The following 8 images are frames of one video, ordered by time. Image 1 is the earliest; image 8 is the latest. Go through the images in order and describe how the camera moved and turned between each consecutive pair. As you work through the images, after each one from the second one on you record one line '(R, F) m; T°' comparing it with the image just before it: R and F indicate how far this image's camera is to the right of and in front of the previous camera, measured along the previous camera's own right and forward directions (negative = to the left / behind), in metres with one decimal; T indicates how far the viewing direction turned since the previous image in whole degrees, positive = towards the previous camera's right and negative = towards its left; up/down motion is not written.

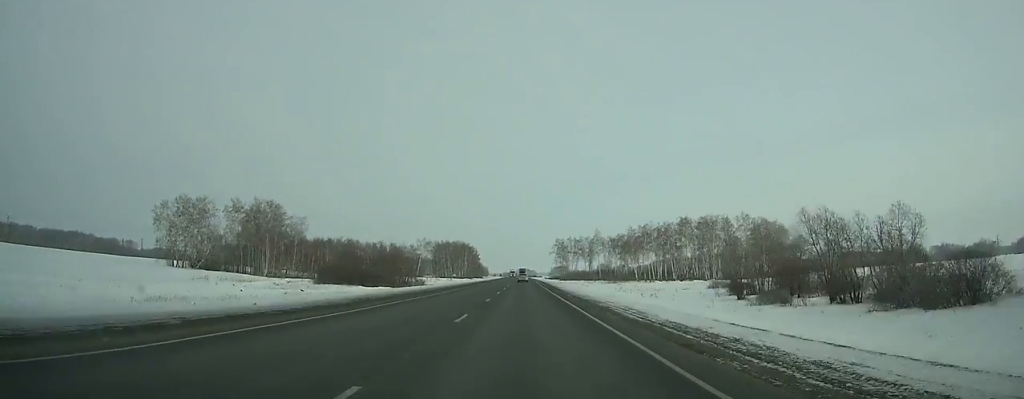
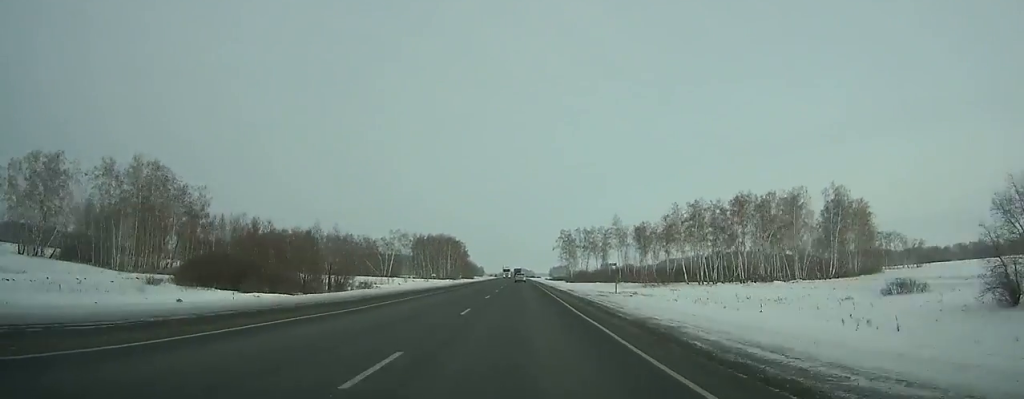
(0.0, +58.5) m; 0°
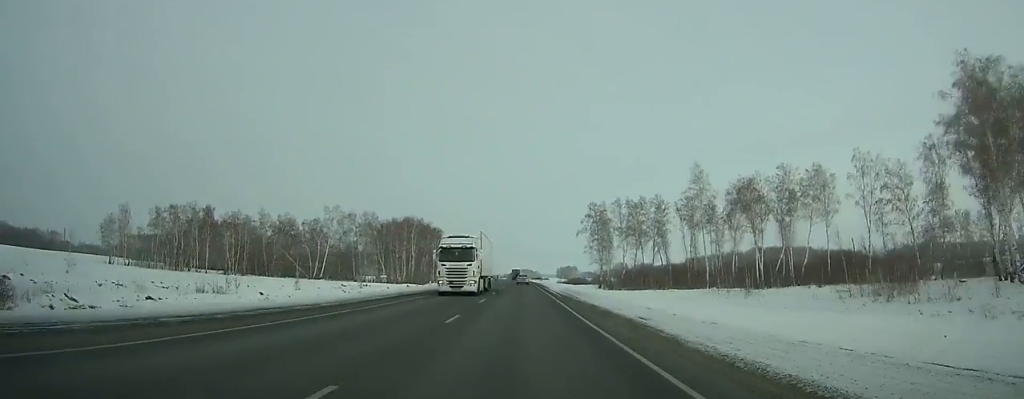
(0.0, +85.6) m; 0°
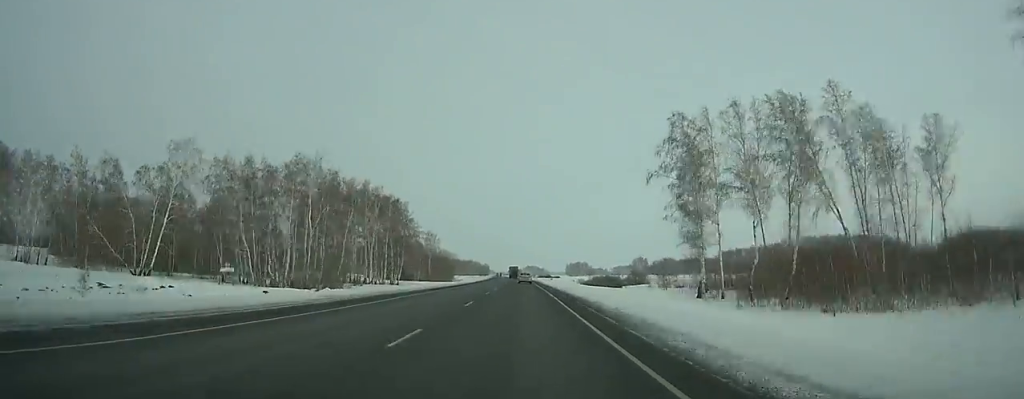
(0.0, +78.2) m; -1°
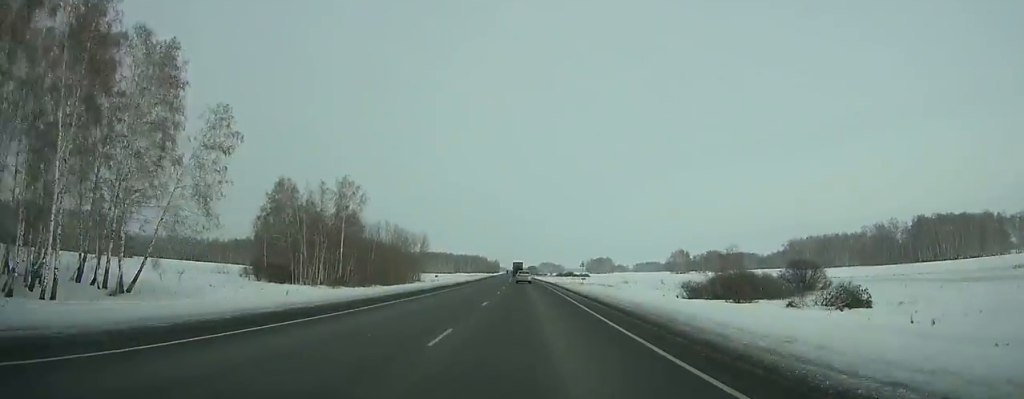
(-1.5, +105.8) m; -1°
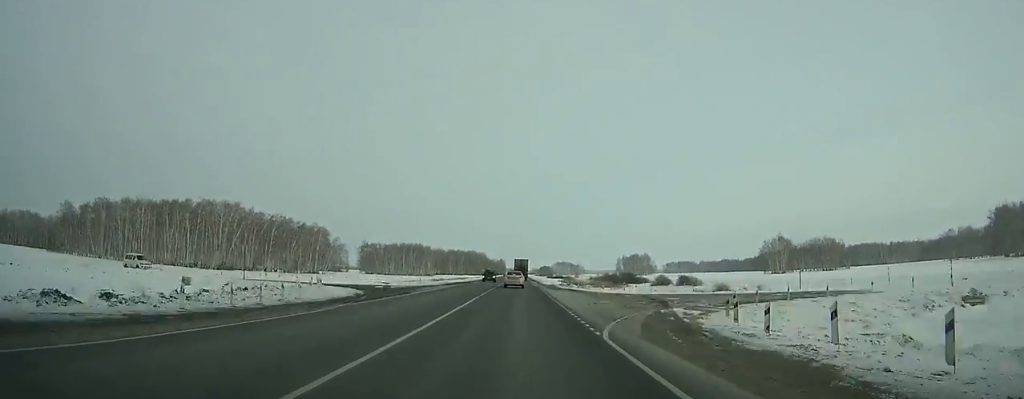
(-2.2, +171.4) m; -1°
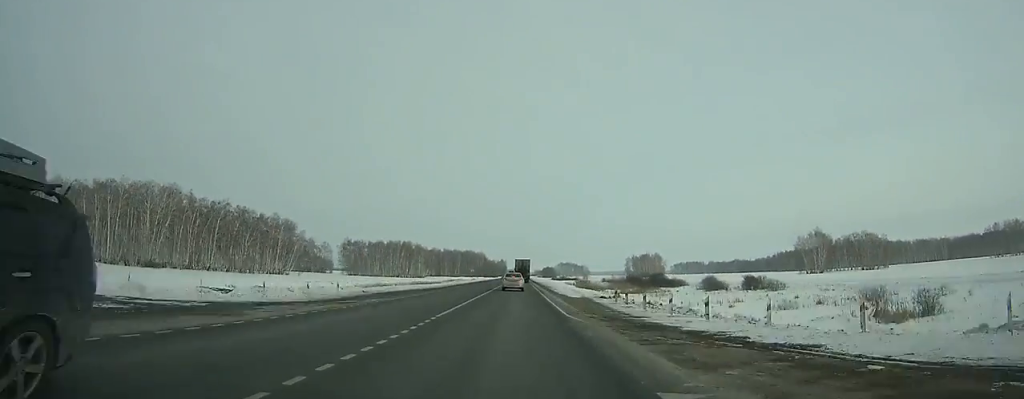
(-0.1, +37.7) m; 0°
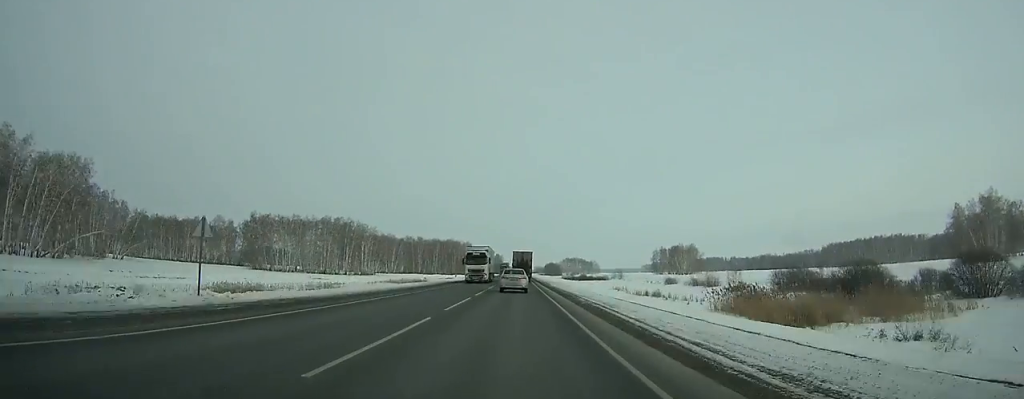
(-0.1, +111.0) m; 0°
